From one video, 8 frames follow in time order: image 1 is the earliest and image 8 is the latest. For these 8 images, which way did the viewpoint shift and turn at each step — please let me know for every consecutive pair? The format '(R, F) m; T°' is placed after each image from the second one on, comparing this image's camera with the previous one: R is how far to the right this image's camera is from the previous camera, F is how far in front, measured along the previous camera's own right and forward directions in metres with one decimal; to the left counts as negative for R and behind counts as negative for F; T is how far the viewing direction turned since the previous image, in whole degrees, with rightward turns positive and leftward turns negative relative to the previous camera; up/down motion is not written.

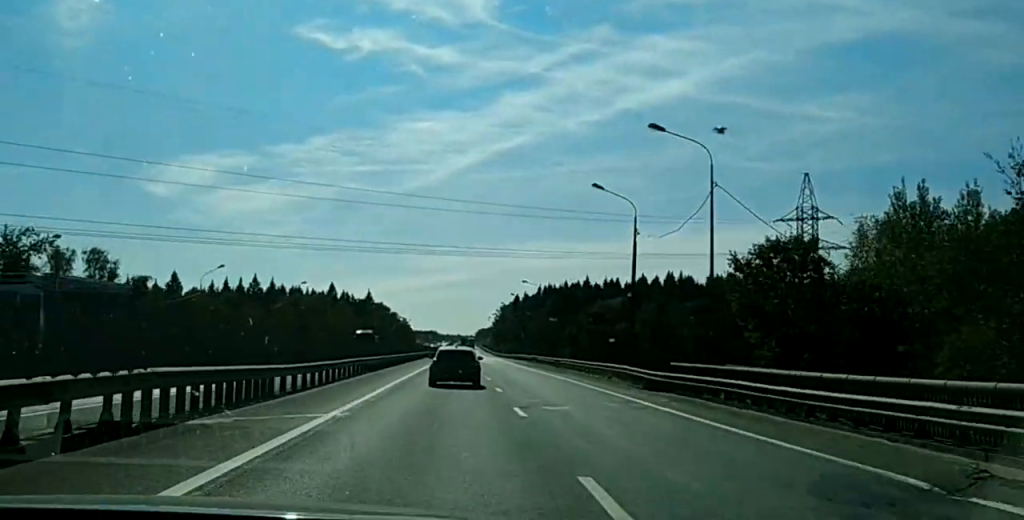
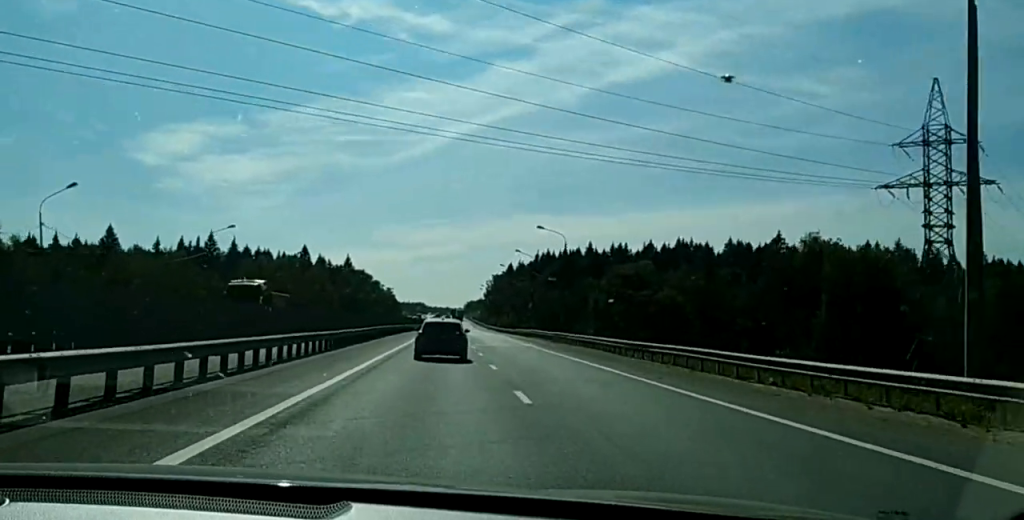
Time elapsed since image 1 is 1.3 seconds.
(-0.4, +38.4) m; -1°
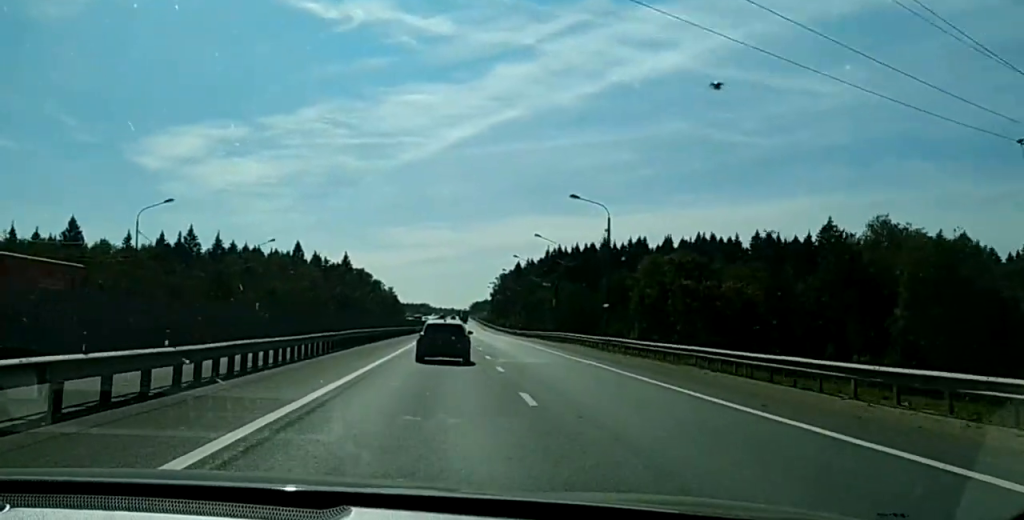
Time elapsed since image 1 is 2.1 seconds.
(0.0, +22.5) m; 0°
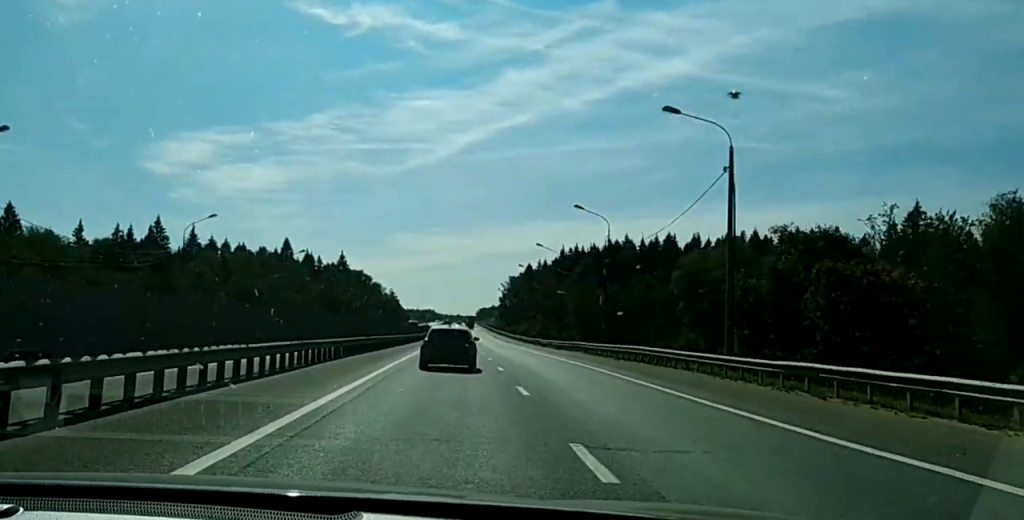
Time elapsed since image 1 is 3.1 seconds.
(-0.1, +31.1) m; 0°
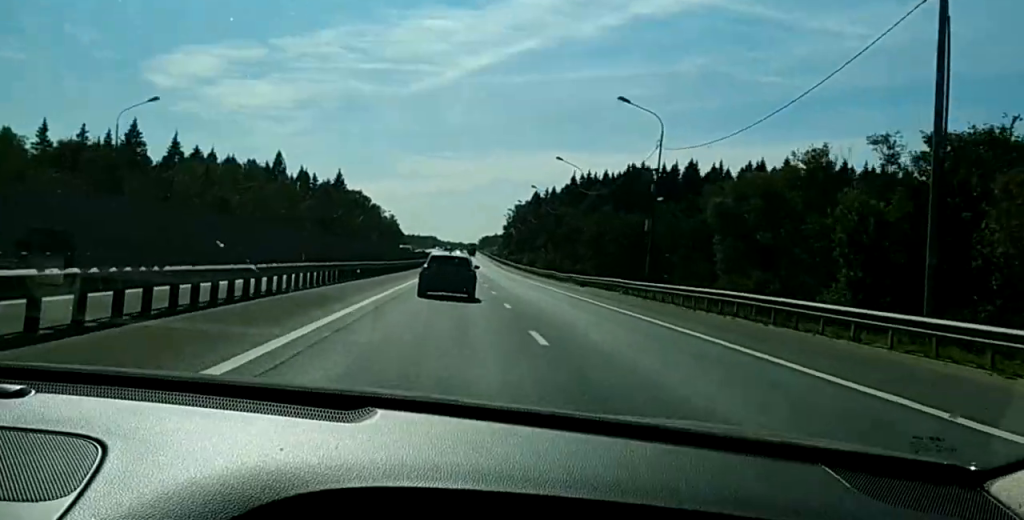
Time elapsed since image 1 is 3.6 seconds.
(0.0, +18.8) m; 0°
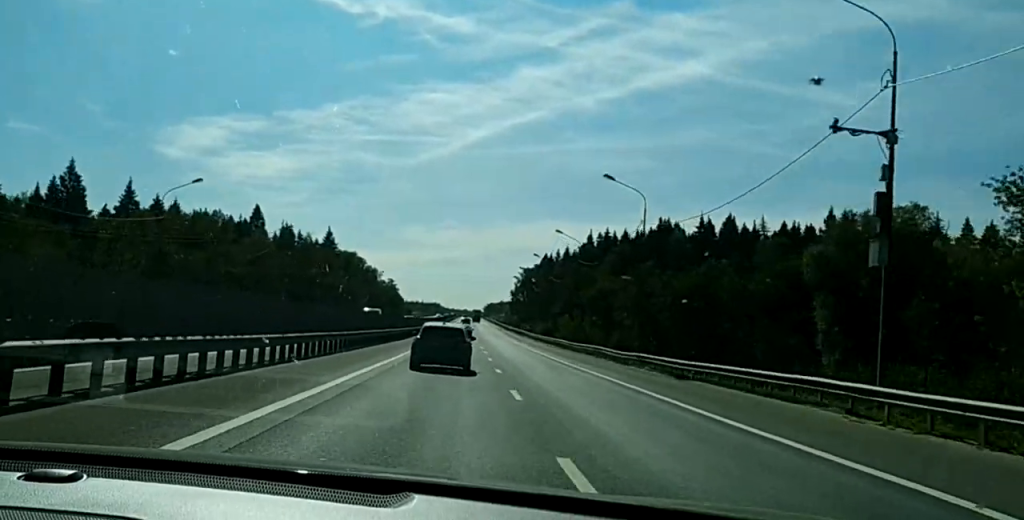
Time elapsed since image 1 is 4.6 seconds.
(+0.2, +36.0) m; +1°
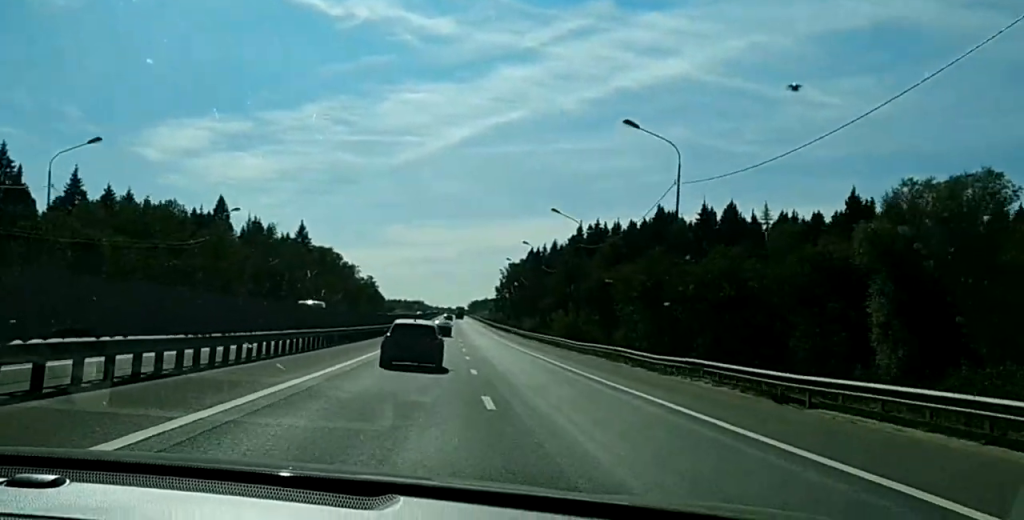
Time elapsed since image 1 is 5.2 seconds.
(+0.1, +19.9) m; 0°
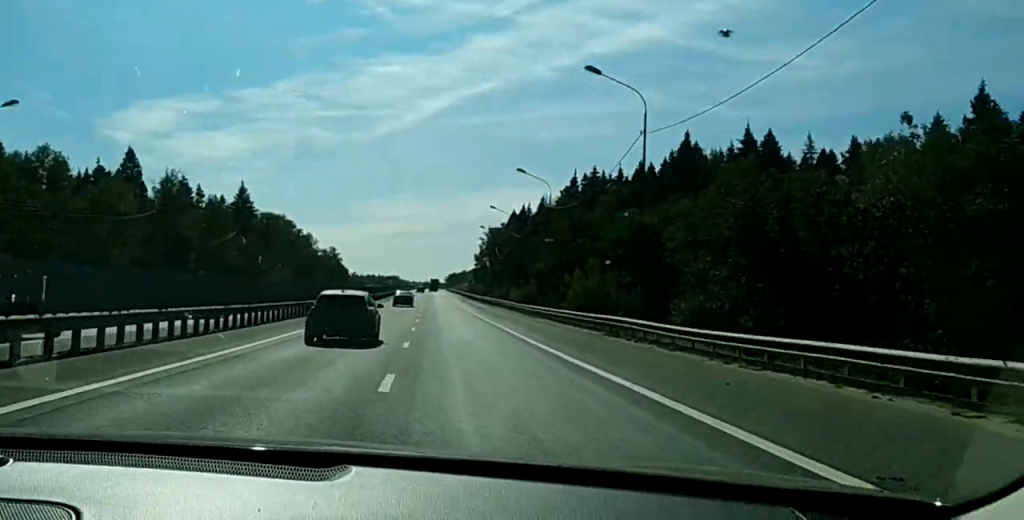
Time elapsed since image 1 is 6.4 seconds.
(+0.3, +47.8) m; +1°
